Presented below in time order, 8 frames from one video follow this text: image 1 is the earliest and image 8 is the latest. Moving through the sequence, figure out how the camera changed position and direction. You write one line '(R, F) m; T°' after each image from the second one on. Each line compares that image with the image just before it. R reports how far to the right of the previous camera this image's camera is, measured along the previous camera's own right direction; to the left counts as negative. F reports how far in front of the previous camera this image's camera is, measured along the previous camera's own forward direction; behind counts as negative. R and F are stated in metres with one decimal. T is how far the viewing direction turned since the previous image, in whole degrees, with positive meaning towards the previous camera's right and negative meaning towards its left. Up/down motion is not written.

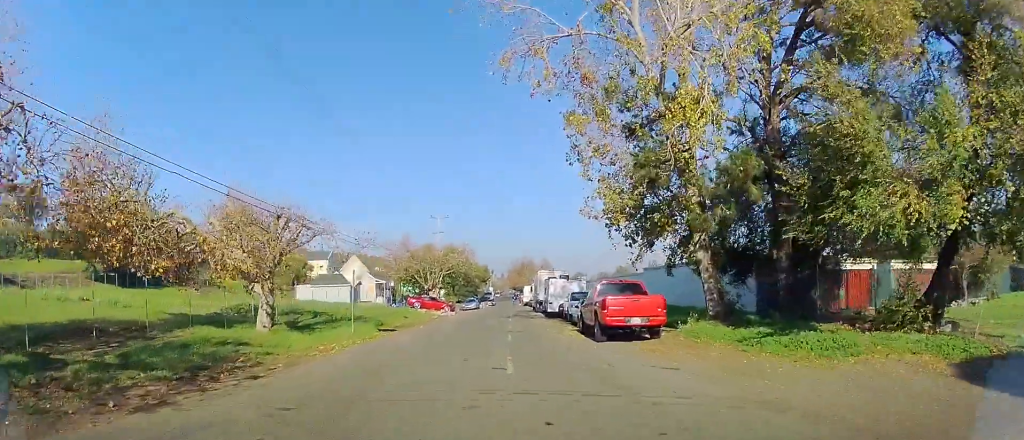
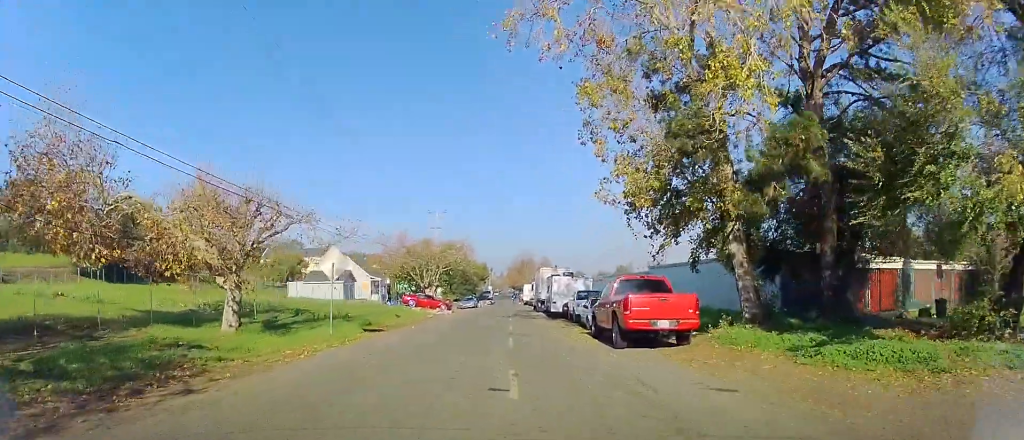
(0.0, +2.7) m; 0°
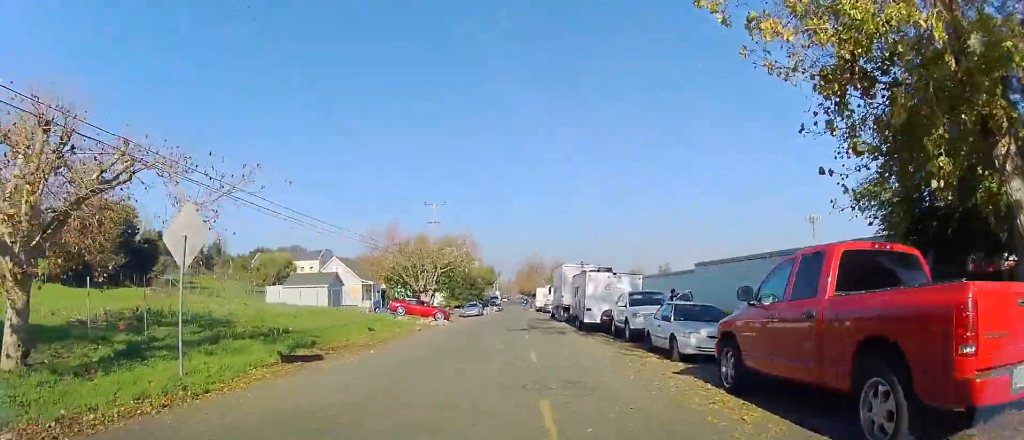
(0.0, +9.8) m; 0°
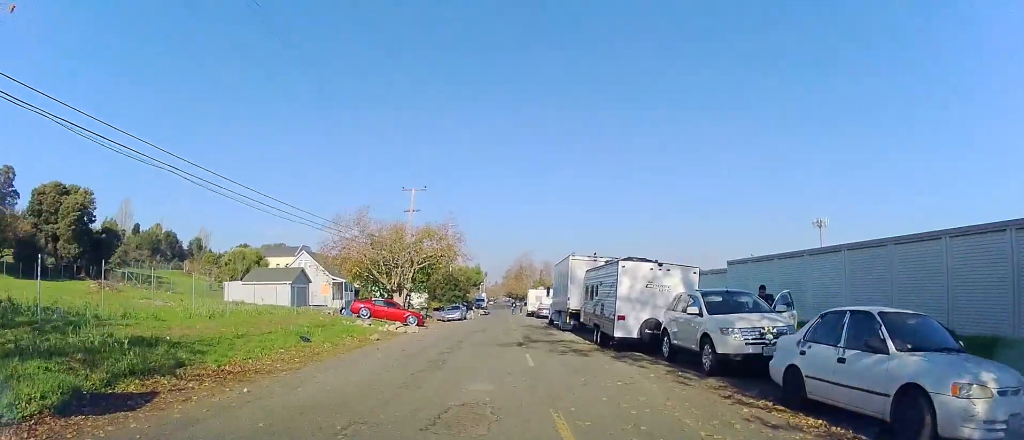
(0.0, +7.9) m; -2°
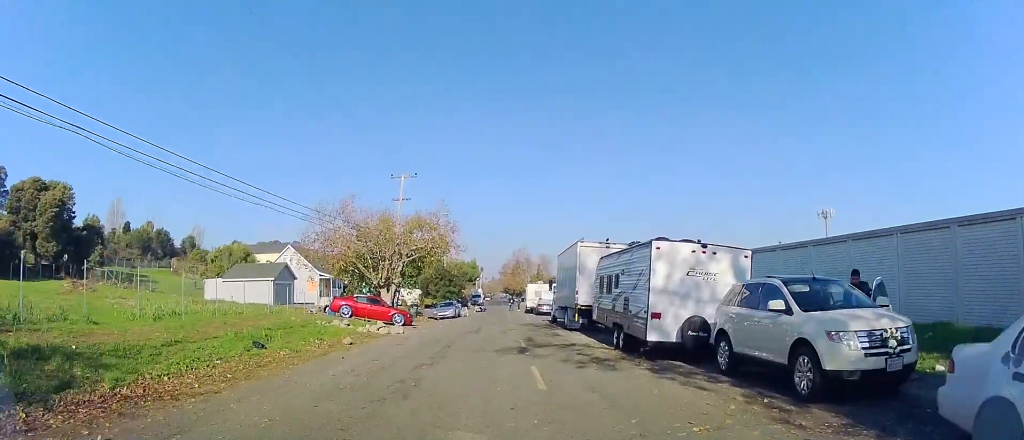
(-0.2, +3.7) m; +2°
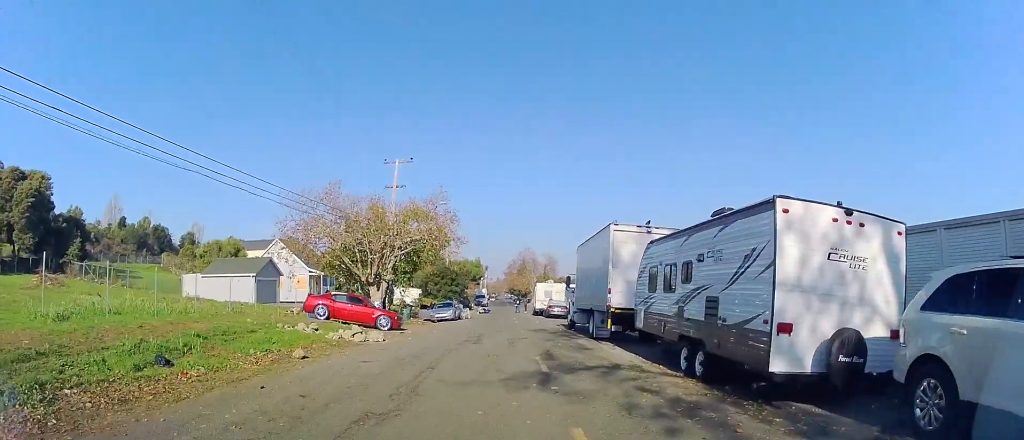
(+0.3, +5.1) m; +2°
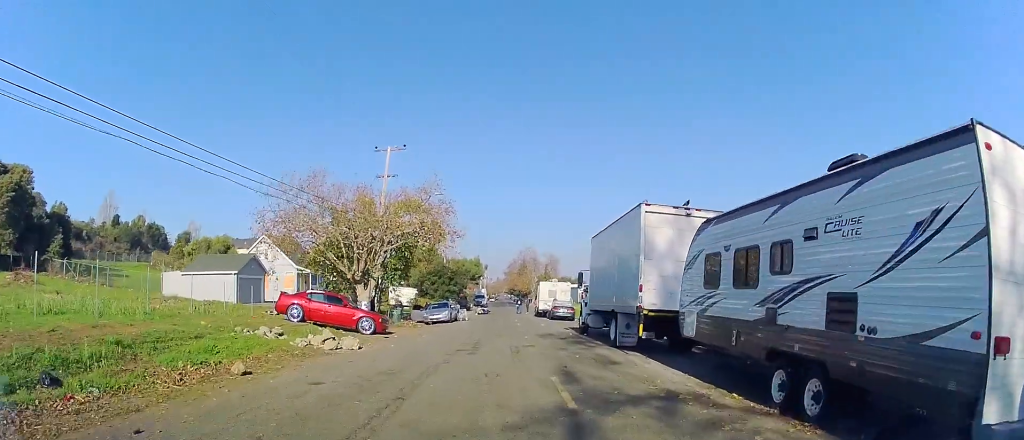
(+0.1, +3.4) m; 0°
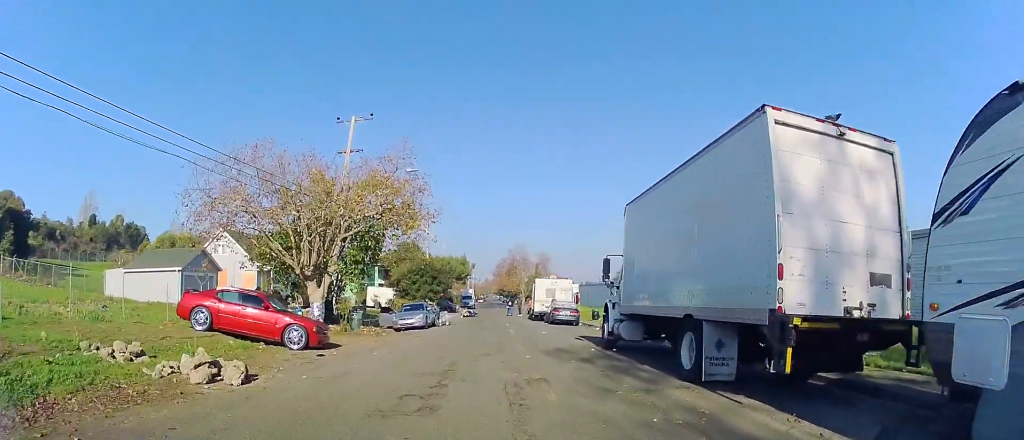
(-0.5, +6.8) m; -3°
